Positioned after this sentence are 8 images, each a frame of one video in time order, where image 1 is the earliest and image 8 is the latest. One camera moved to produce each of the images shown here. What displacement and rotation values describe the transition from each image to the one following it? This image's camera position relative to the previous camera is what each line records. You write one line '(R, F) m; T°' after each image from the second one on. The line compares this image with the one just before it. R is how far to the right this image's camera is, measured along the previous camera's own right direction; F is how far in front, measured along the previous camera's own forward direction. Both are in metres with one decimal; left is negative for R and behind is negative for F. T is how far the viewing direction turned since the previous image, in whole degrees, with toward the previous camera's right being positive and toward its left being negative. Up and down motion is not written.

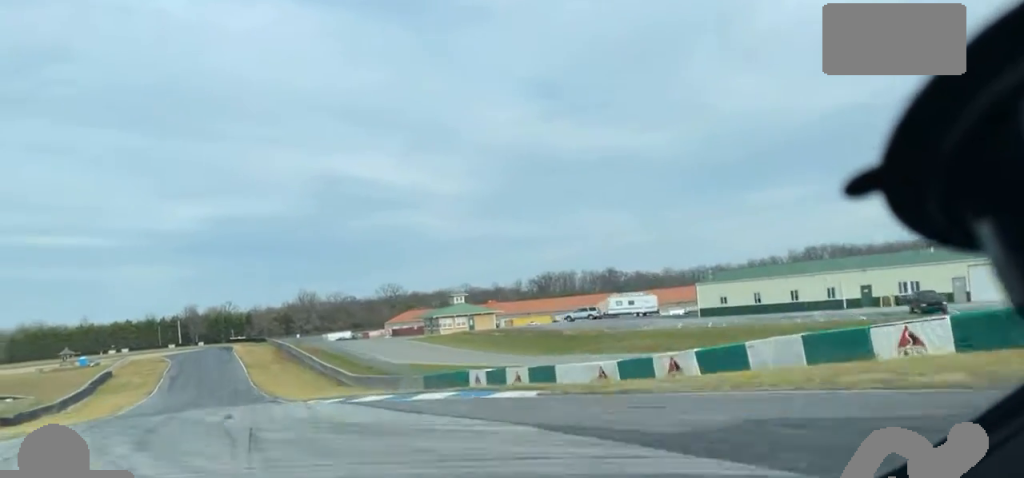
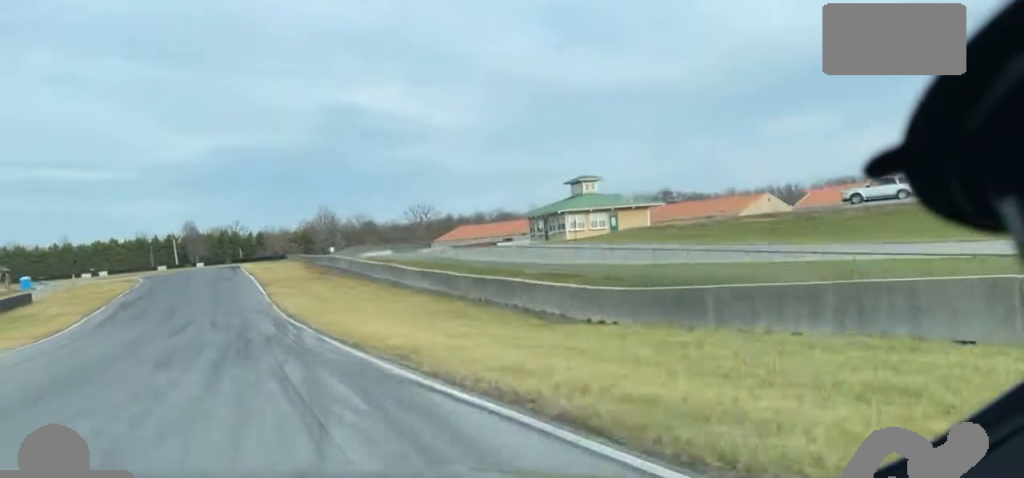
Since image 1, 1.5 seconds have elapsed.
(-1.6, +51.6) m; -2°
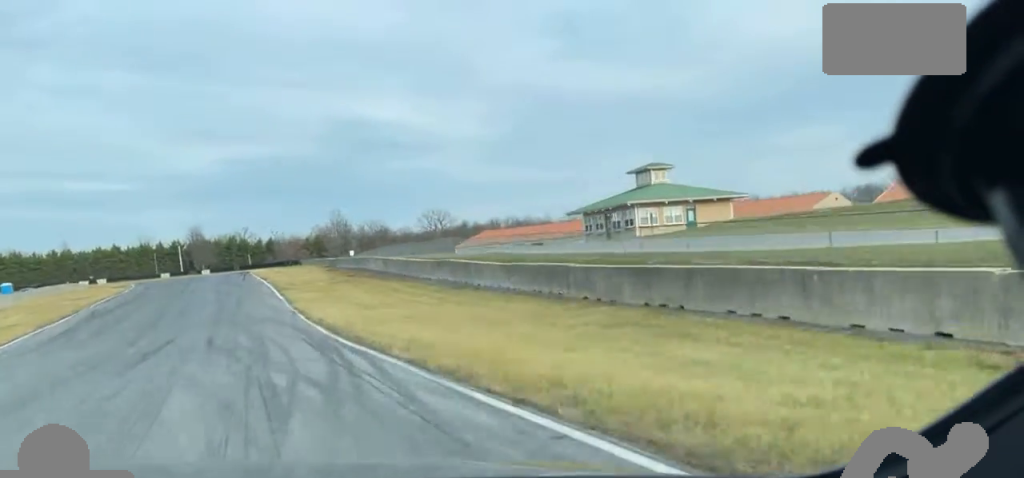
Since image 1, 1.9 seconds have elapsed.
(+0.1, +13.6) m; 0°
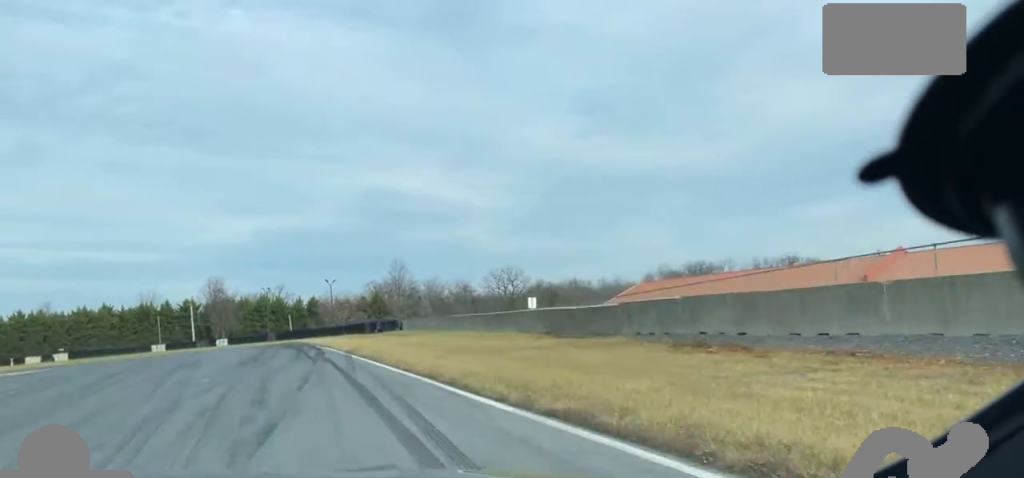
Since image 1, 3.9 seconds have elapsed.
(-0.1, +60.7) m; -1°
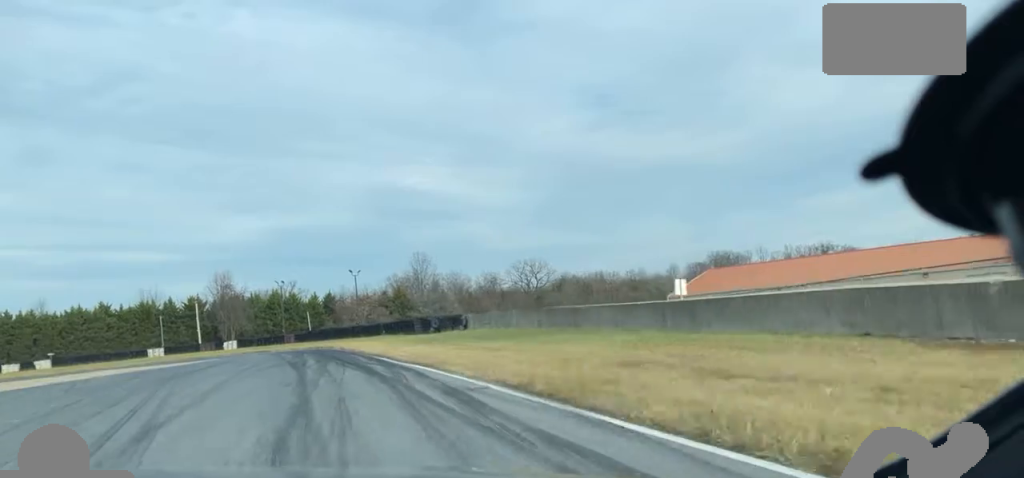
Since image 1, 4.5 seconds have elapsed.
(-0.1, +17.0) m; -1°
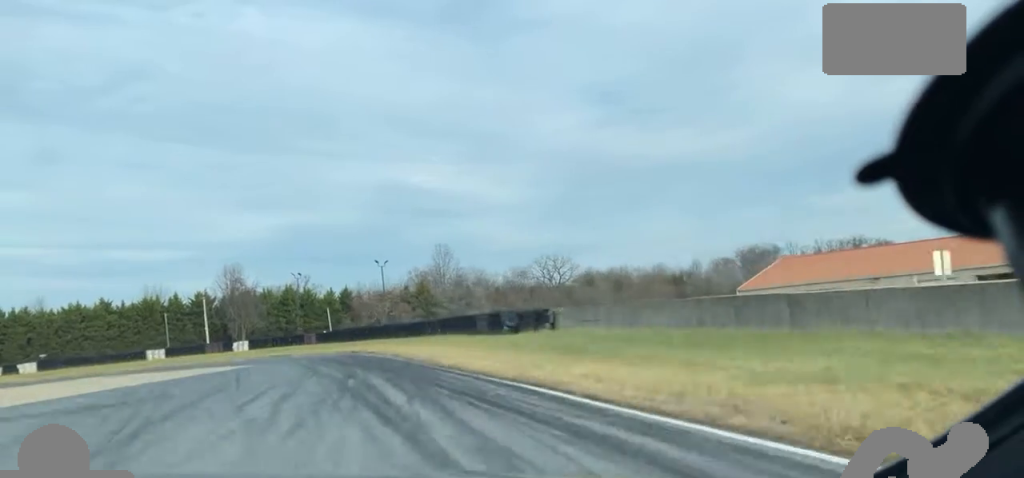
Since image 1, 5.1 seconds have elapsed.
(-0.2, +12.4) m; -1°
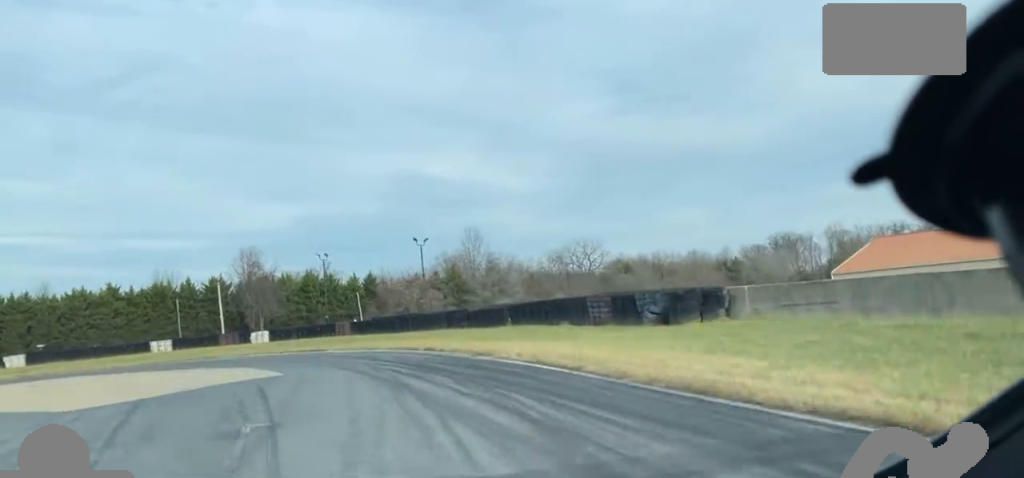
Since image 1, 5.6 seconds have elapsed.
(-0.1, +11.5) m; -2°
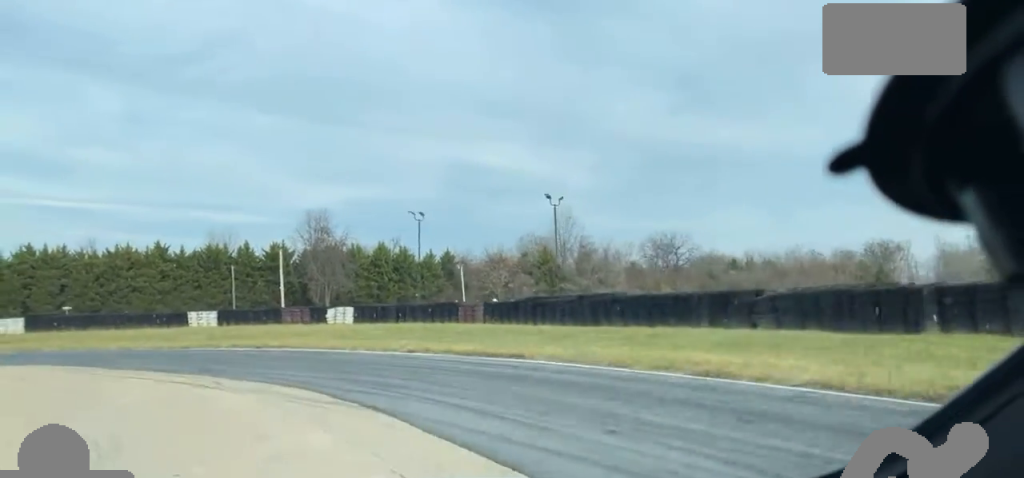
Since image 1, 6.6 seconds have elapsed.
(-0.6, +19.8) m; -8°
